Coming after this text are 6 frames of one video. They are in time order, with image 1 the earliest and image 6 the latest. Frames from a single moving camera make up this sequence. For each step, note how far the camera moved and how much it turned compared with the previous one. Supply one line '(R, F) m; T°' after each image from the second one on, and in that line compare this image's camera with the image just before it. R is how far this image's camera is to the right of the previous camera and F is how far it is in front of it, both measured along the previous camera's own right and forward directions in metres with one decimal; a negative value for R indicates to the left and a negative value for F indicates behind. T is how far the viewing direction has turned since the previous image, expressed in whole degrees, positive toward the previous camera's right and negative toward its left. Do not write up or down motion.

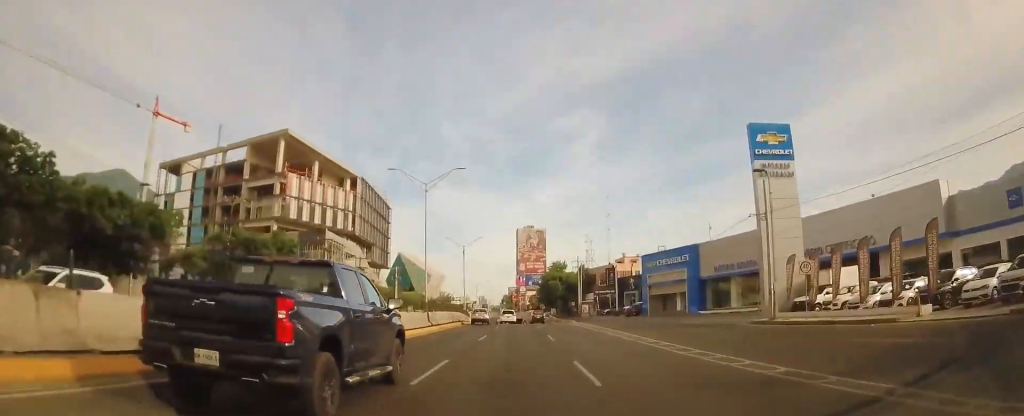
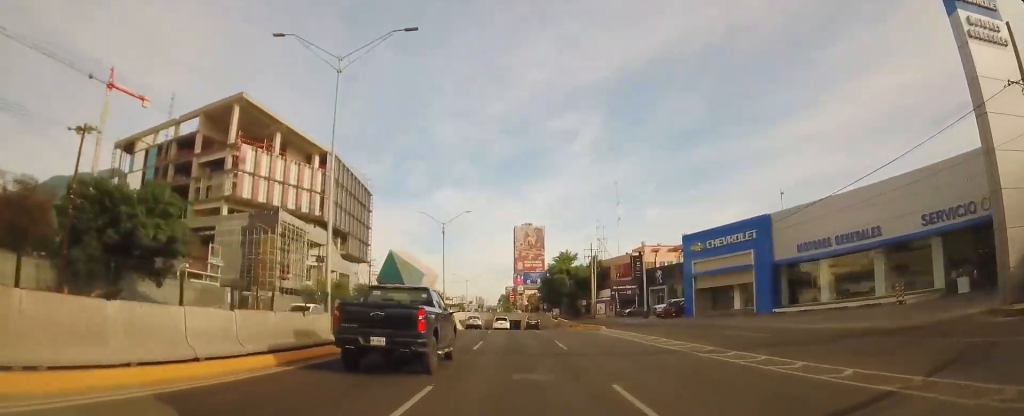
(-0.6, +19.8) m; +1°
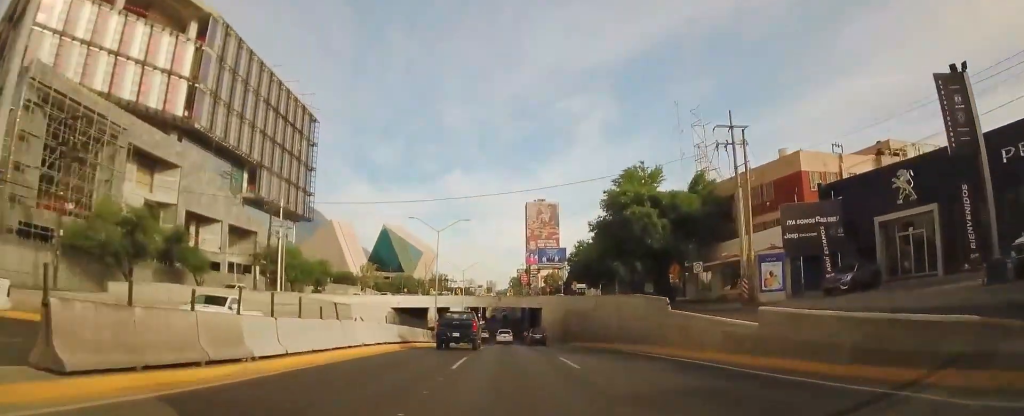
(-1.1, +50.6) m; -3°
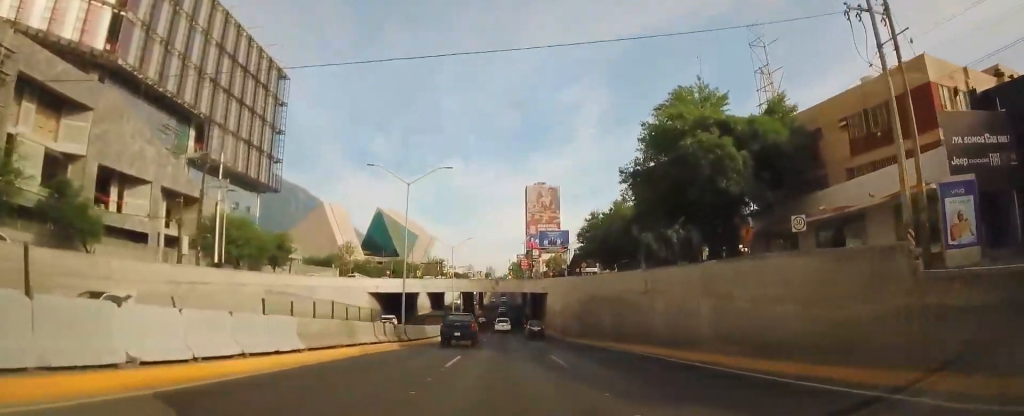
(-0.1, +14.5) m; +1°
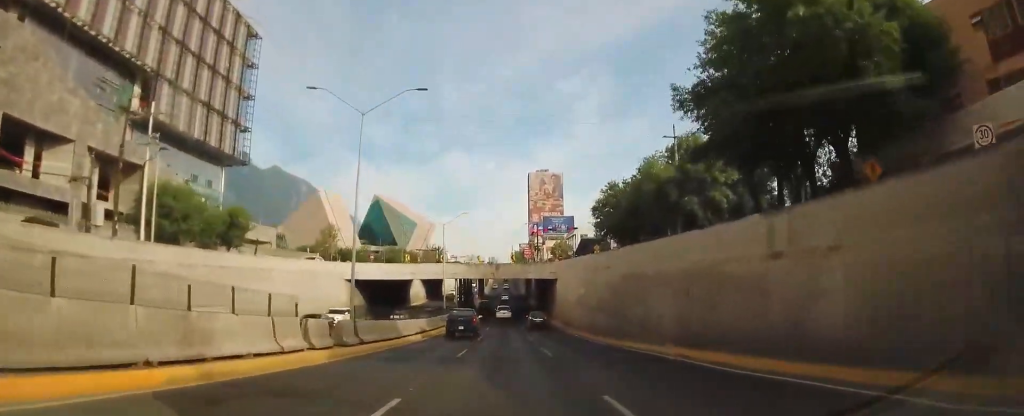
(+0.4, +11.6) m; 0°
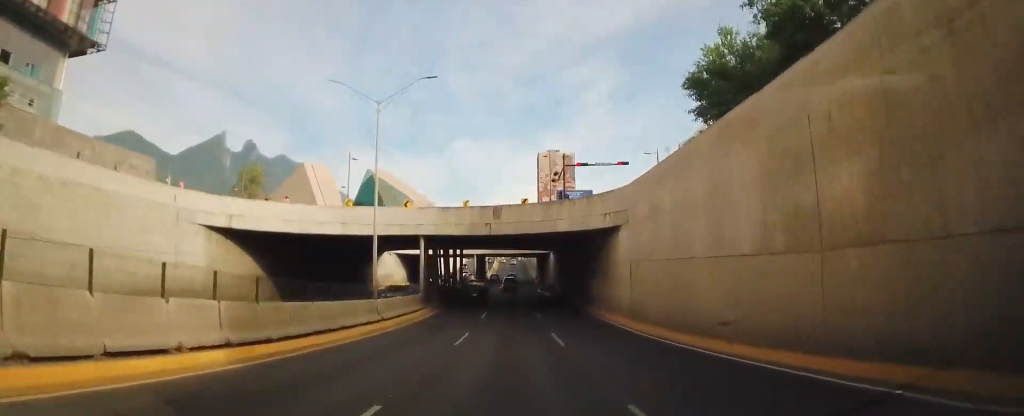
(-0.5, +32.0) m; -1°
